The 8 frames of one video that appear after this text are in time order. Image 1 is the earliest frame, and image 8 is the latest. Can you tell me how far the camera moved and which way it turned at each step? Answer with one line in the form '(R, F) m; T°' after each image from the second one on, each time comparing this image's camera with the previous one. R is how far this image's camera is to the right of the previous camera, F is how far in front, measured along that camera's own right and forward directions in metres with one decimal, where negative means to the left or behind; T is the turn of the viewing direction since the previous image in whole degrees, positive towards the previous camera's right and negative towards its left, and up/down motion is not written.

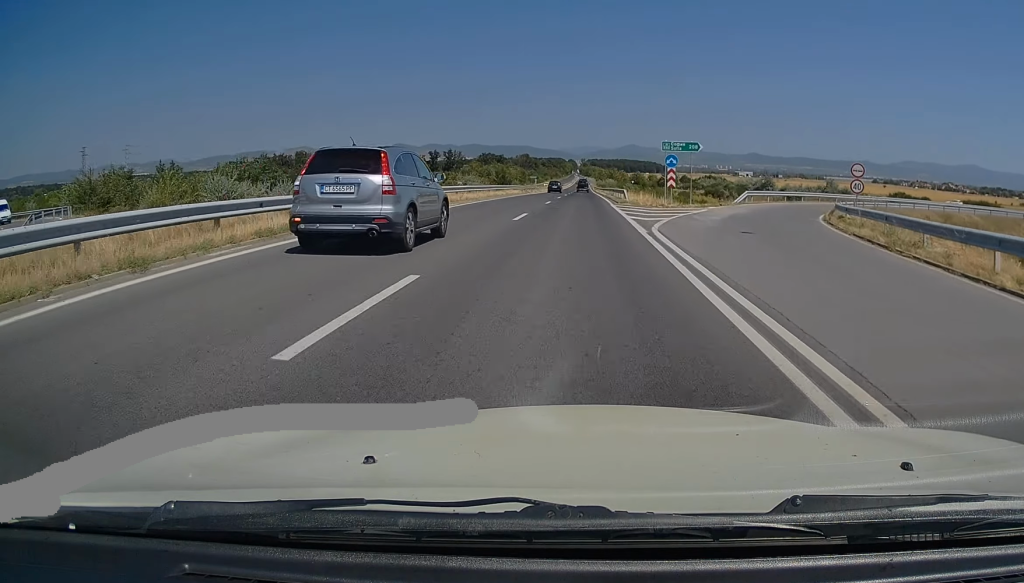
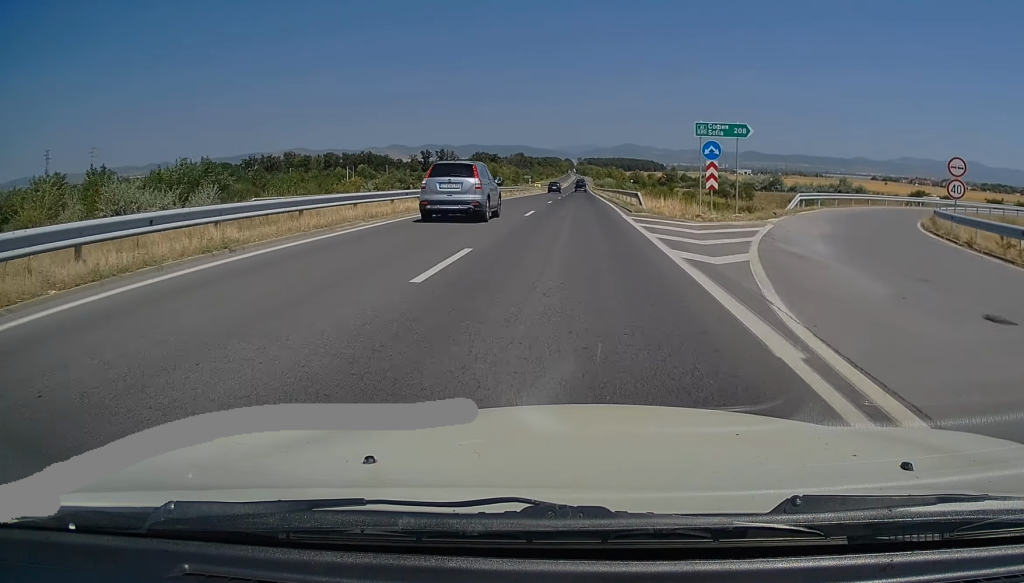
(+0.1, +12.4) m; 0°
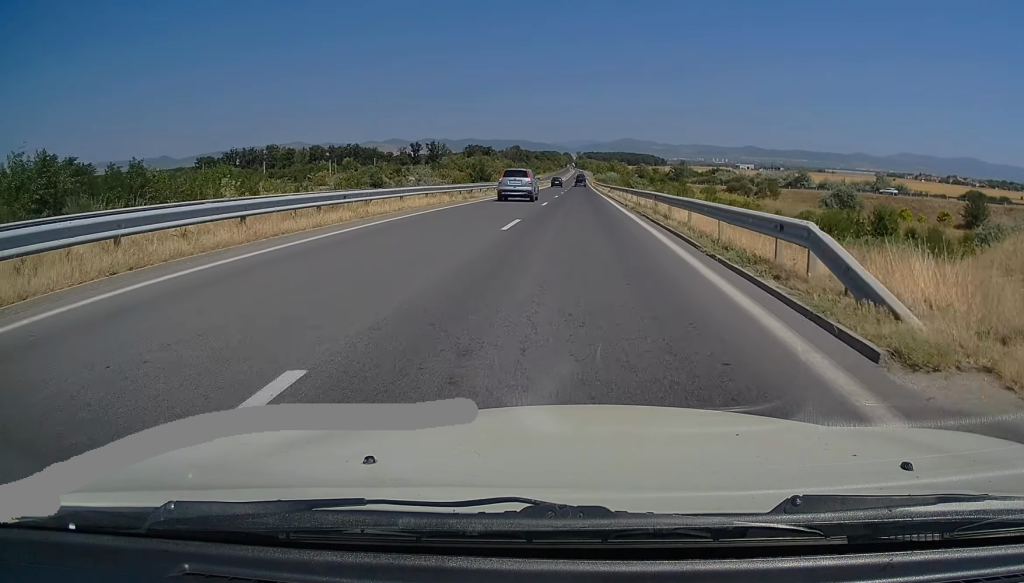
(-0.1, +23.5) m; 0°
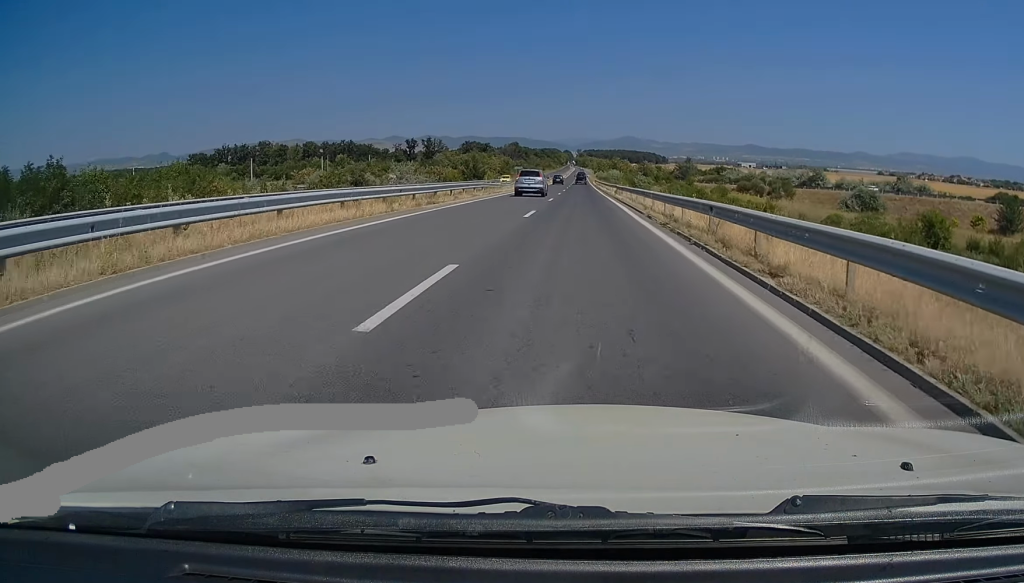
(0.0, +10.5) m; 0°
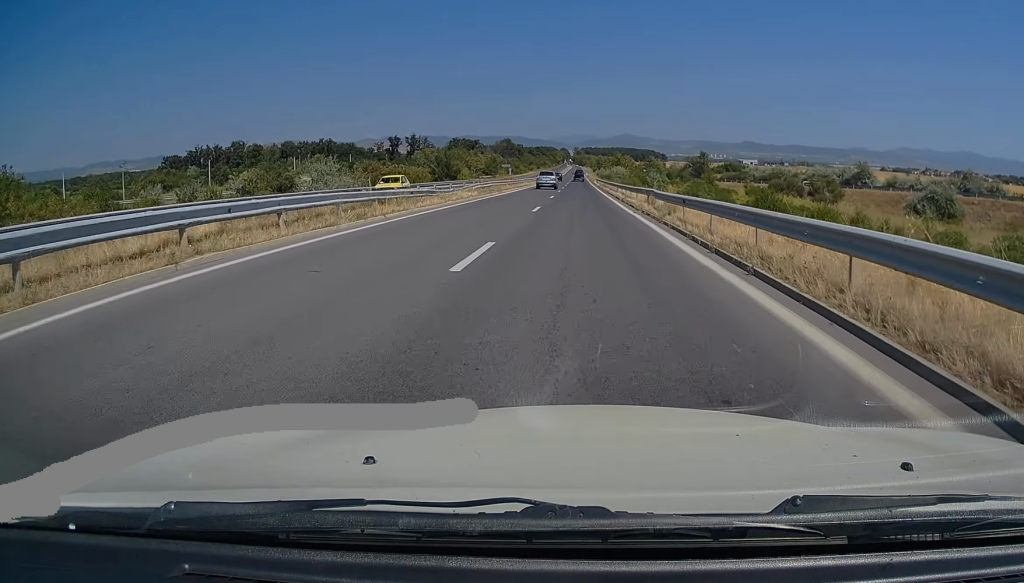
(+0.2, +27.9) m; +1°
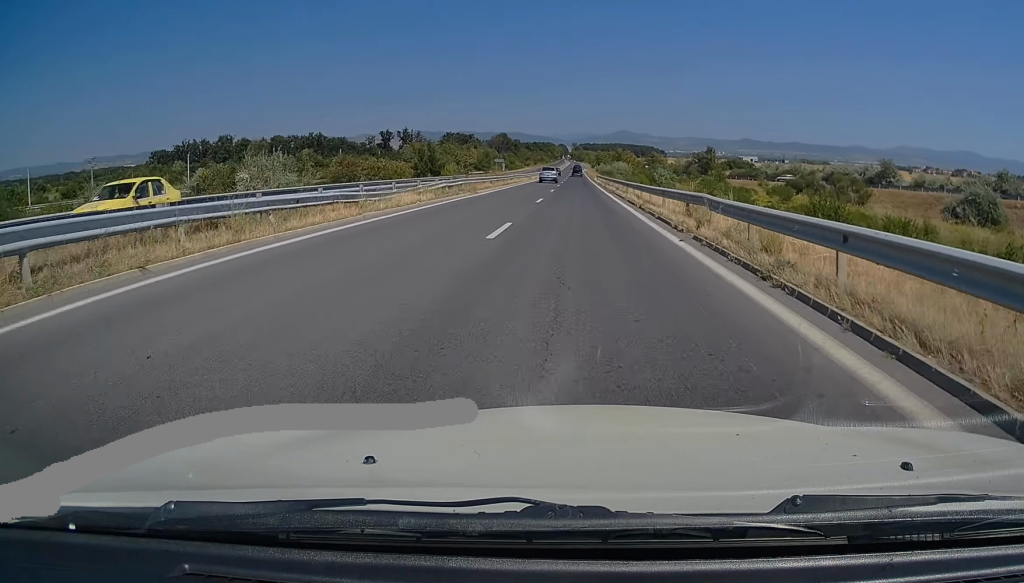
(0.0, +11.8) m; 0°
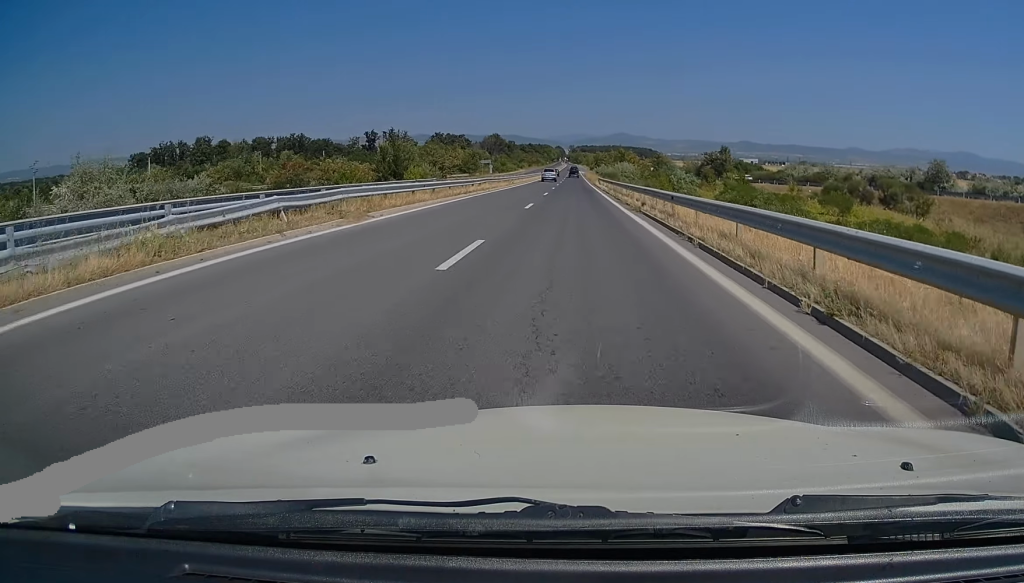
(0.0, +19.8) m; 0°
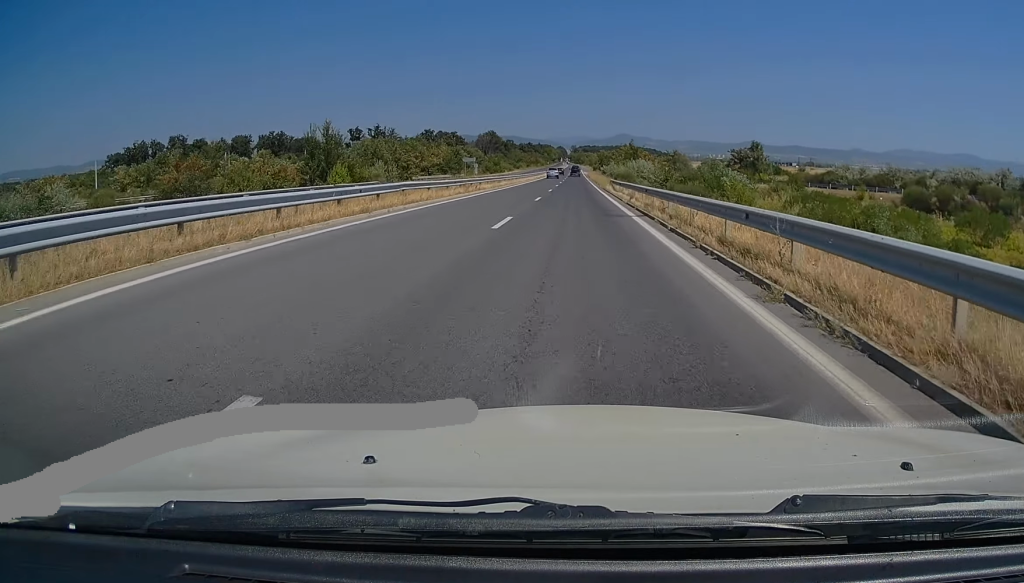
(0.0, +25.0) m; 0°
